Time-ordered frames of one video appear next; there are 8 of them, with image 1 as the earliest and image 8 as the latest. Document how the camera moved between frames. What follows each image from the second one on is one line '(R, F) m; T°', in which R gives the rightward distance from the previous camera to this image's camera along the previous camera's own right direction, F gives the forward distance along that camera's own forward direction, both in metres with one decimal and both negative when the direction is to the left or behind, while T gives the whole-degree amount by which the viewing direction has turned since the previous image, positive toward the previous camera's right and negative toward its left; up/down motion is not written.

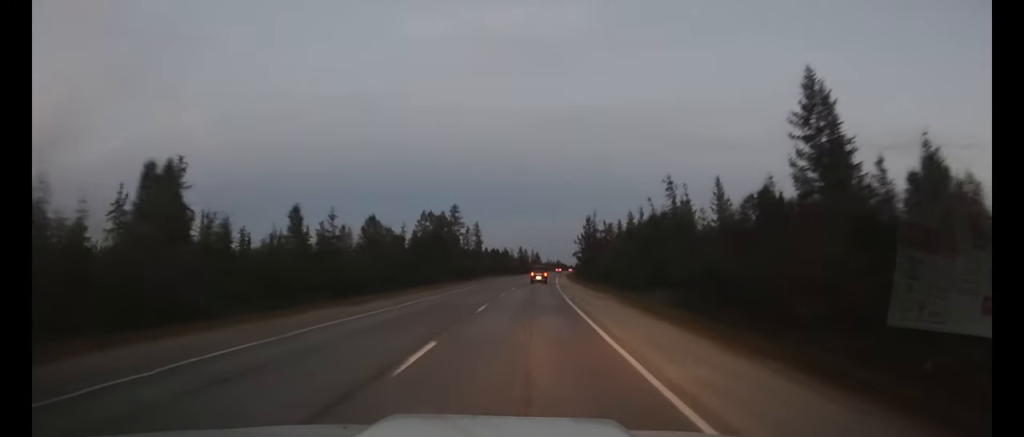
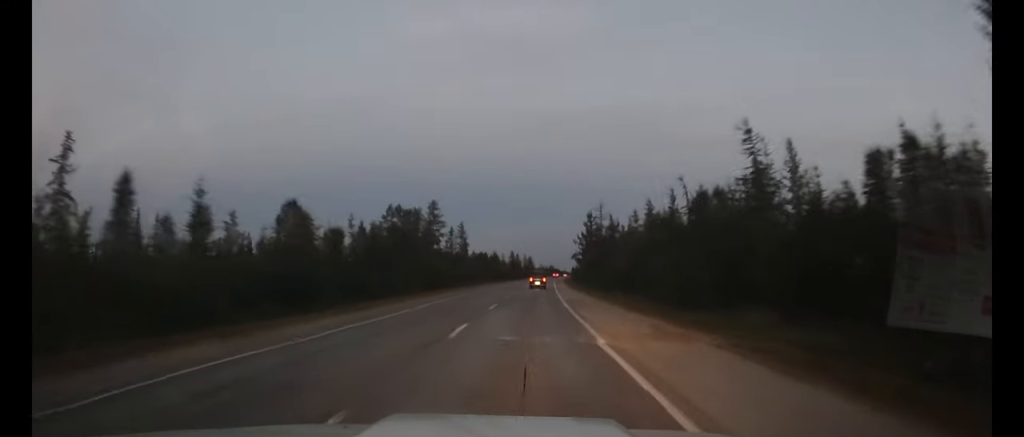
(+0.1, +17.8) m; +1°
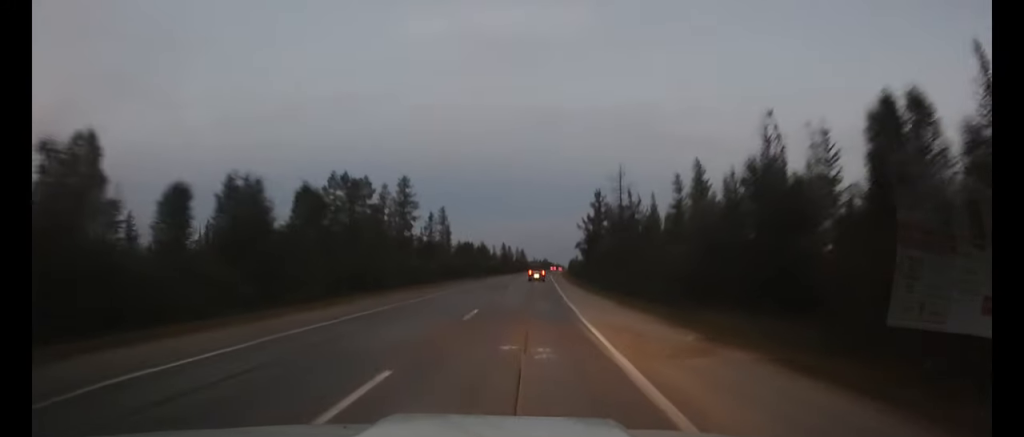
(+0.2, +20.7) m; +1°
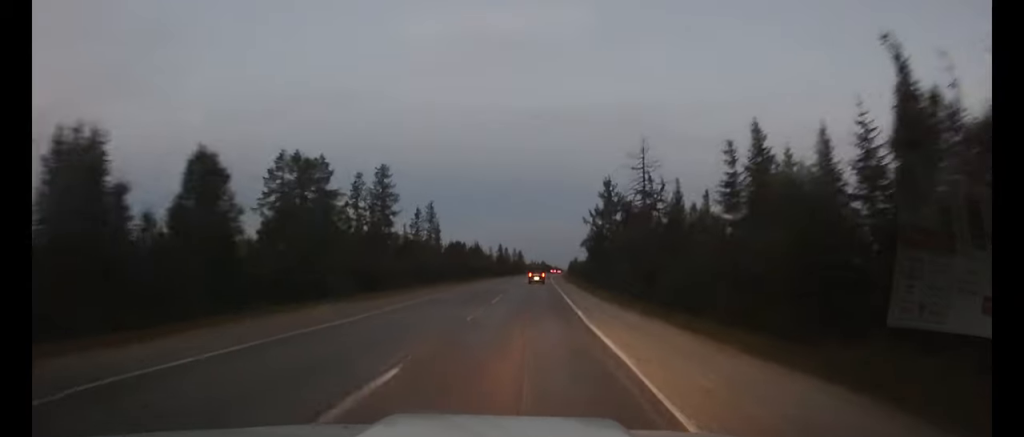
(0.0, +12.0) m; 0°
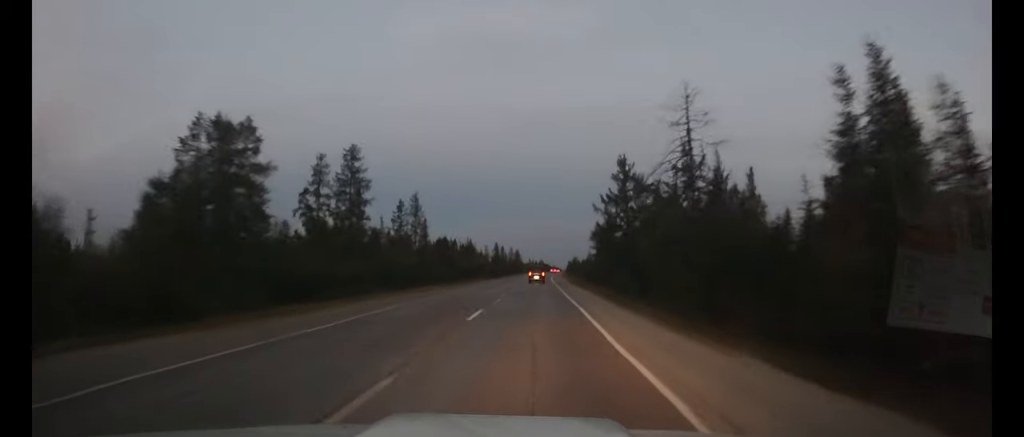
(0.0, +12.7) m; 0°
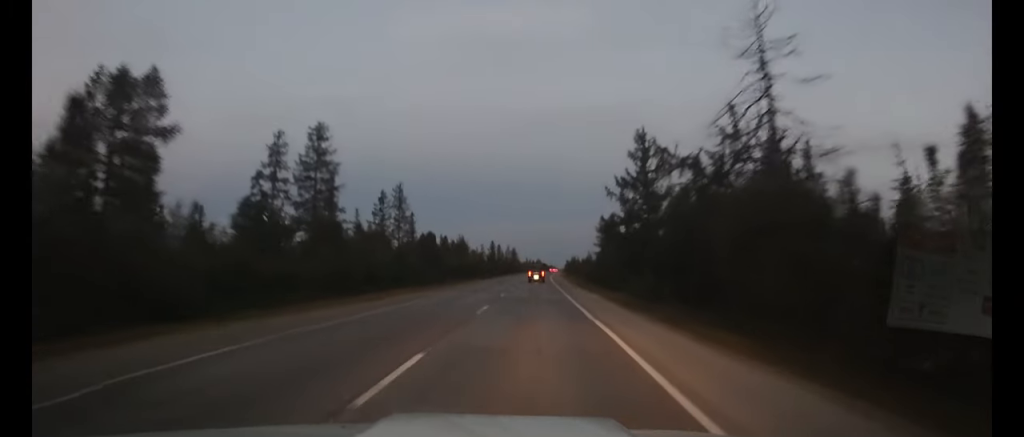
(0.0, +10.4) m; 0°
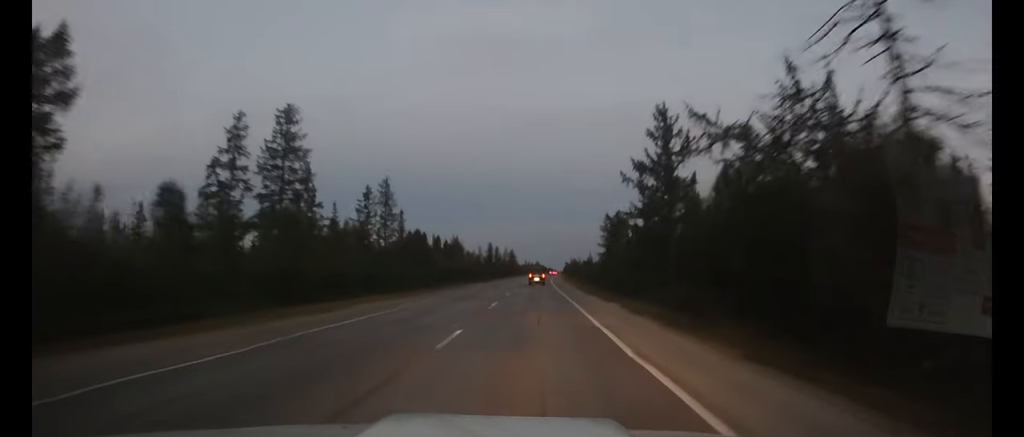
(0.0, +7.5) m; 0°
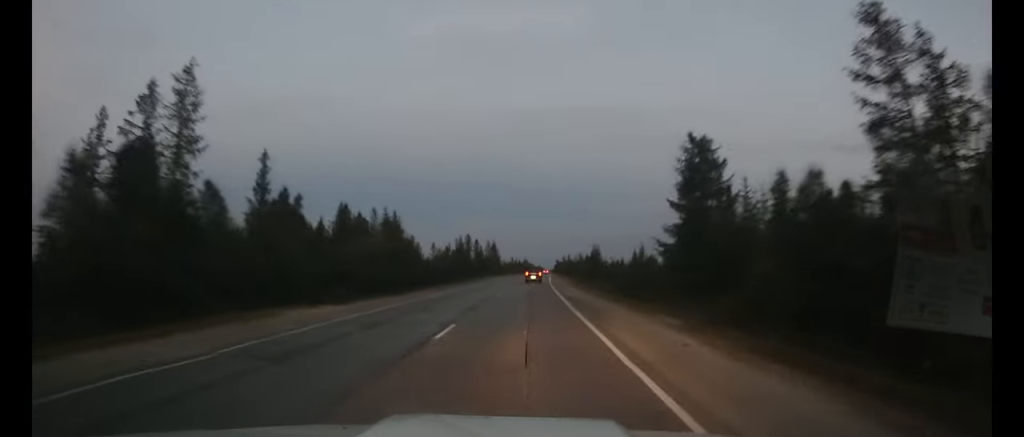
(+0.4, +48.3) m; +1°
